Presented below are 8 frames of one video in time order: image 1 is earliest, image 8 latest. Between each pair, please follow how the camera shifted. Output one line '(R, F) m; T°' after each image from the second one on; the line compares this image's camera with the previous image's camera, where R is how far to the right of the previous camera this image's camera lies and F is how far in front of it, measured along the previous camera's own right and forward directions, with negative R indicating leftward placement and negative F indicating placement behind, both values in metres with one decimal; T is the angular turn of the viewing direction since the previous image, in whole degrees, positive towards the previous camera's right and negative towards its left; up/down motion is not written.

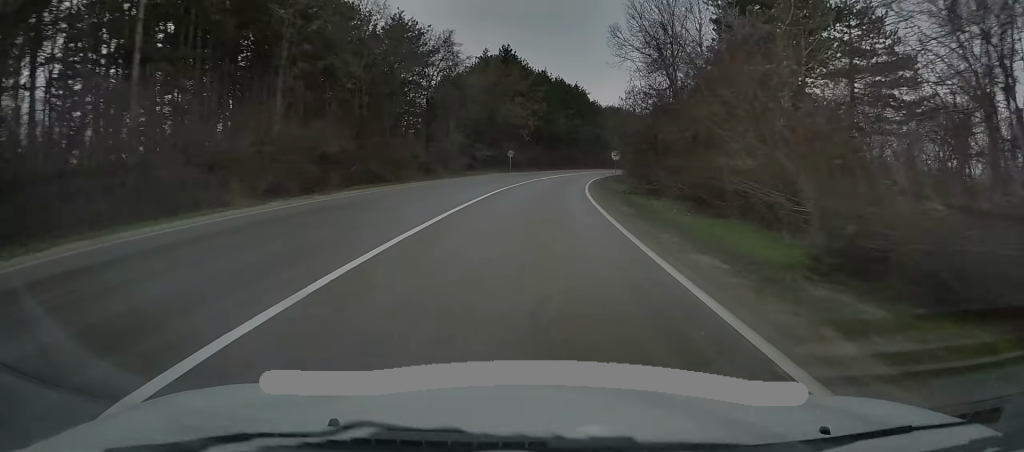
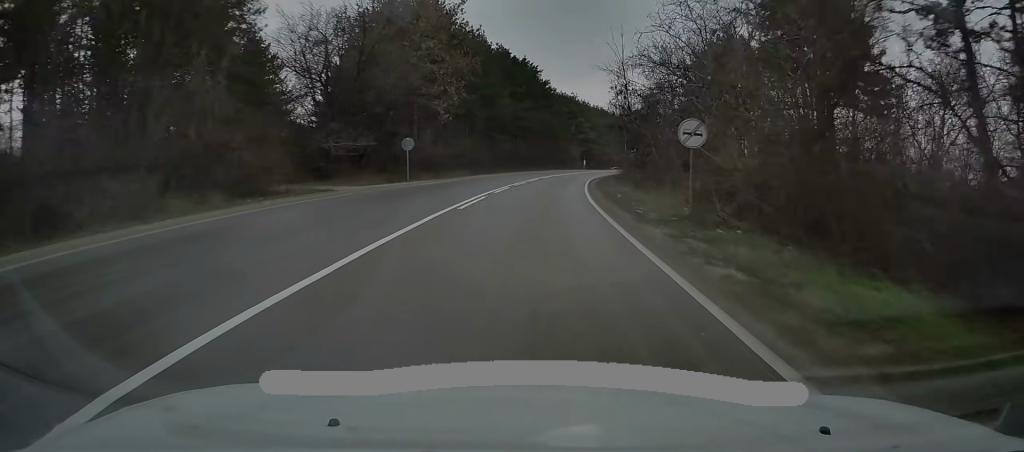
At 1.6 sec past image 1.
(+2.6, +35.2) m; +6°
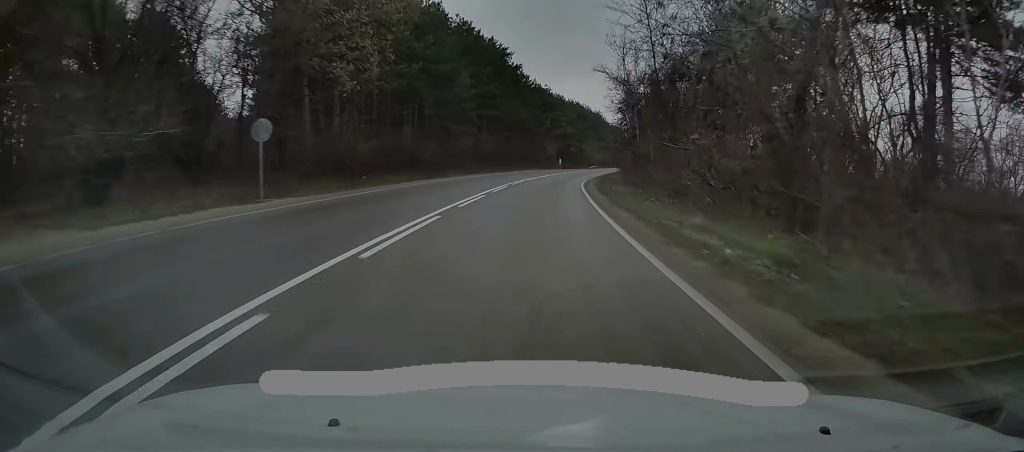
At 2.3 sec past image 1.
(+0.2, +17.4) m; +2°
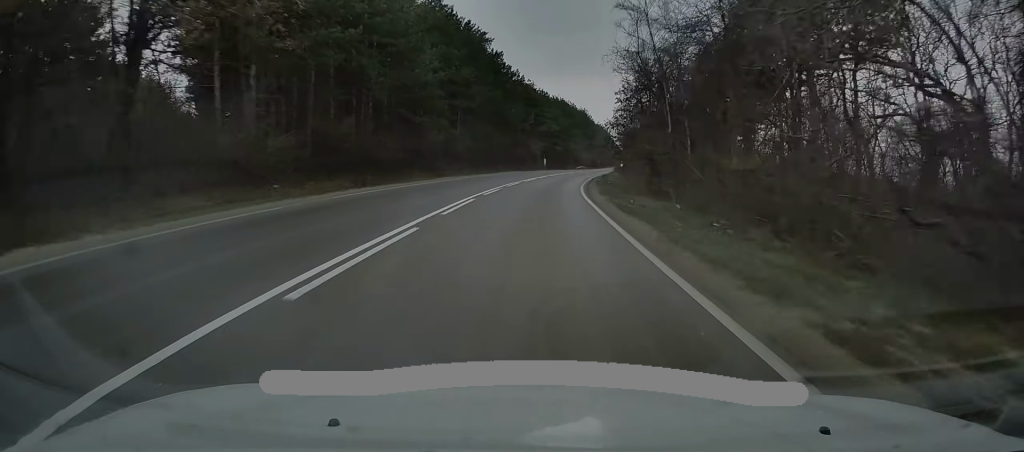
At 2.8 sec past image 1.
(+0.1, +11.3) m; +1°
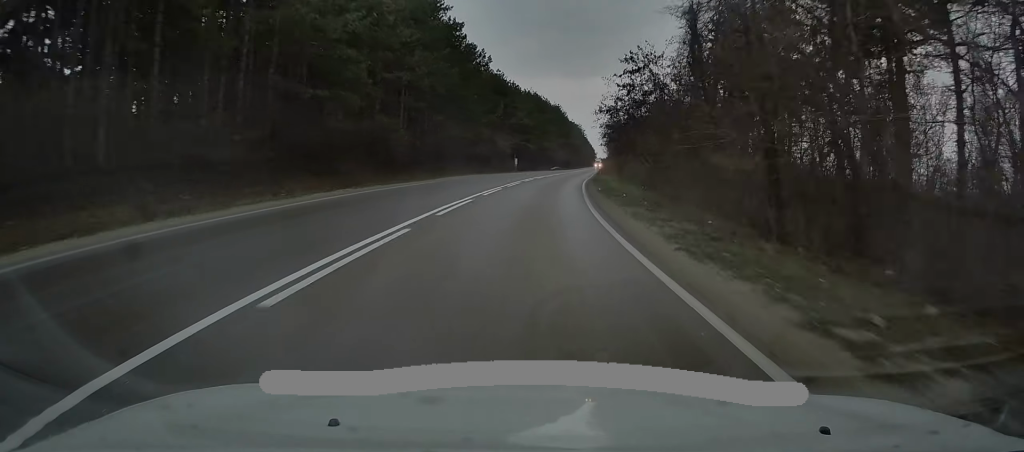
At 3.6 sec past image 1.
(+0.3, +18.1) m; +3°
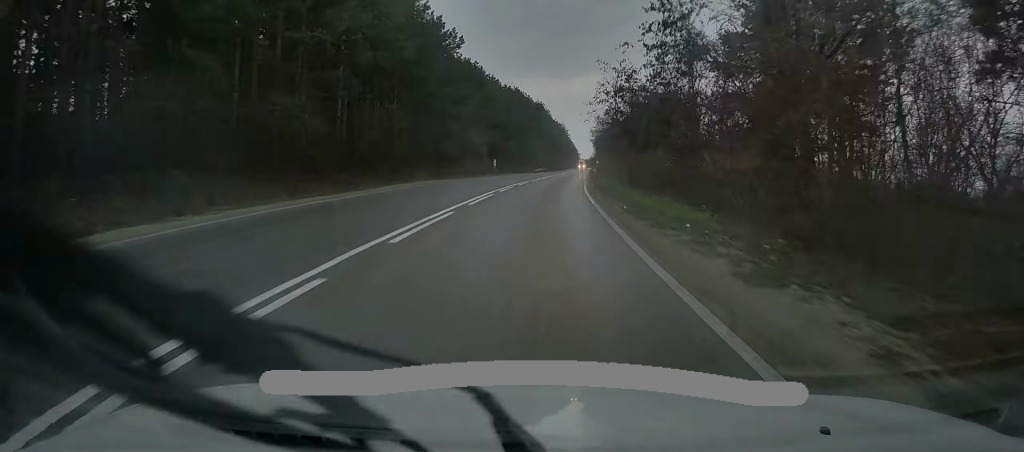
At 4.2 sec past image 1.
(+0.1, +13.6) m; +2°
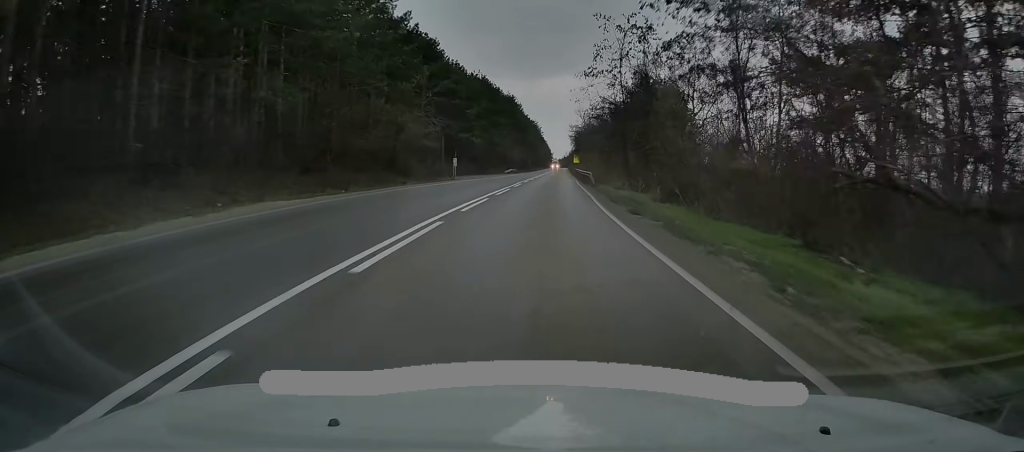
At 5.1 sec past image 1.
(+0.7, +20.4) m; +3°
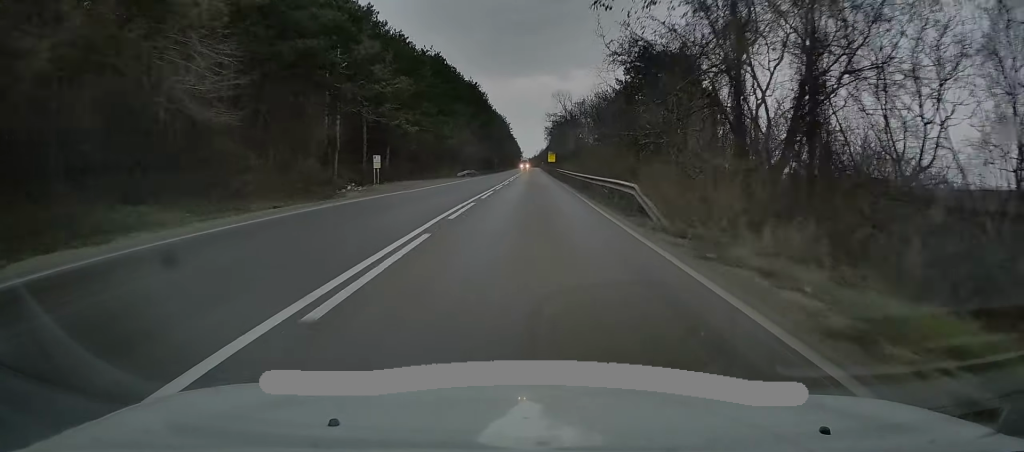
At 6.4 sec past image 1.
(+0.7, +28.7) m; +2°
